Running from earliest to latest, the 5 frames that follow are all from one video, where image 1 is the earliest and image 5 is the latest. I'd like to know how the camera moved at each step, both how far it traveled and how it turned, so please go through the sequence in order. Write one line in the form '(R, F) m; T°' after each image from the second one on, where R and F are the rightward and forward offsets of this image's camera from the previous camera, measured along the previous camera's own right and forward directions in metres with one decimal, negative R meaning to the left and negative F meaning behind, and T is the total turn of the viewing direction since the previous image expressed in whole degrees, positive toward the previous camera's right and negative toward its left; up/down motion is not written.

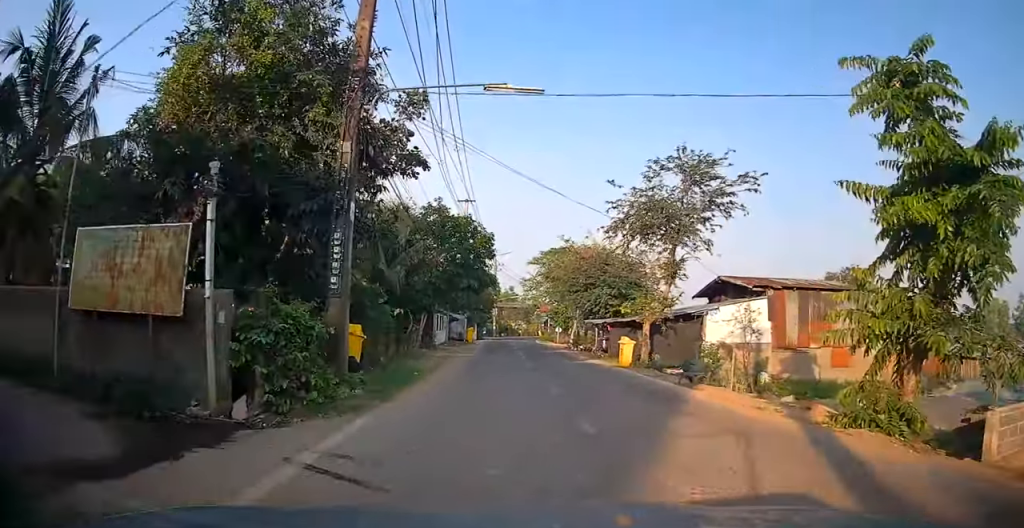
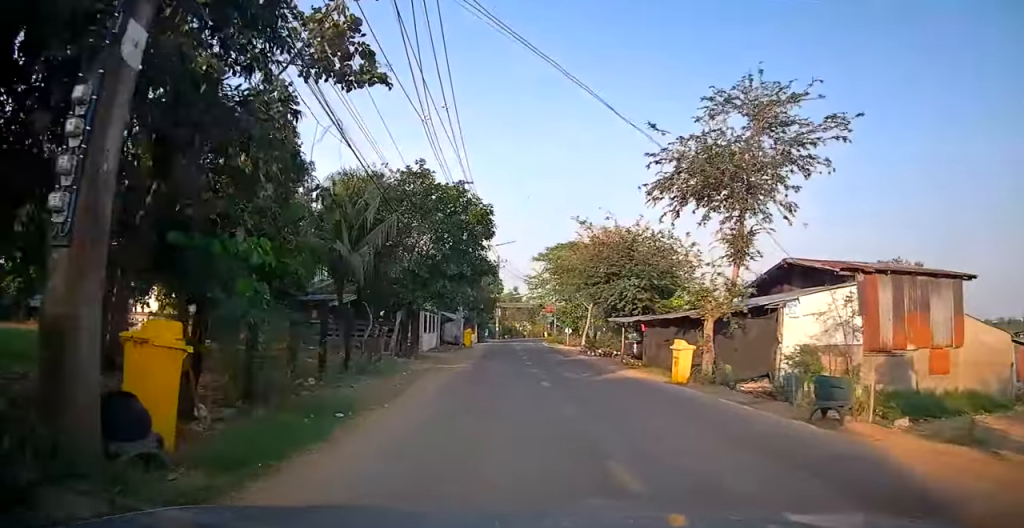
(-0.1, +6.1) m; -1°
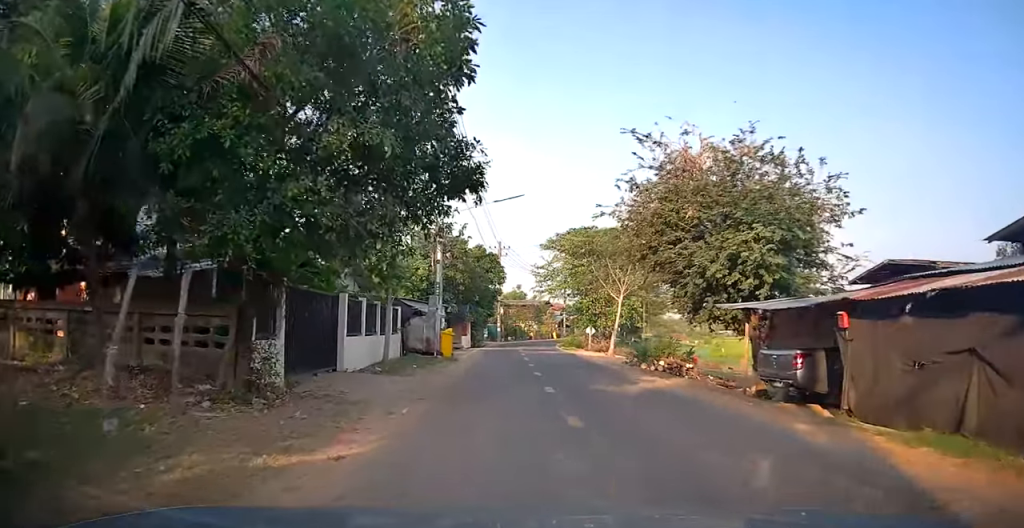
(0.0, +12.9) m; +1°
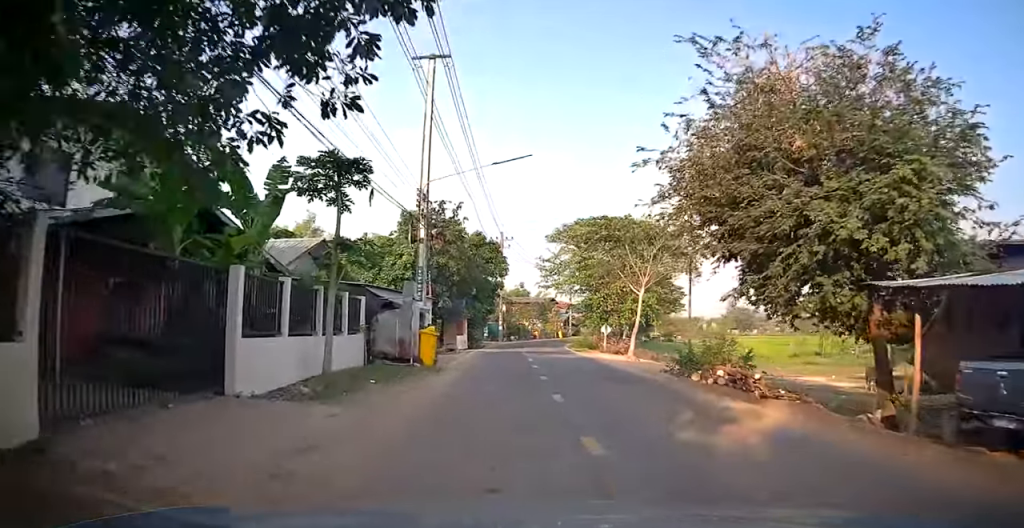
(+0.1, +5.7) m; 0°
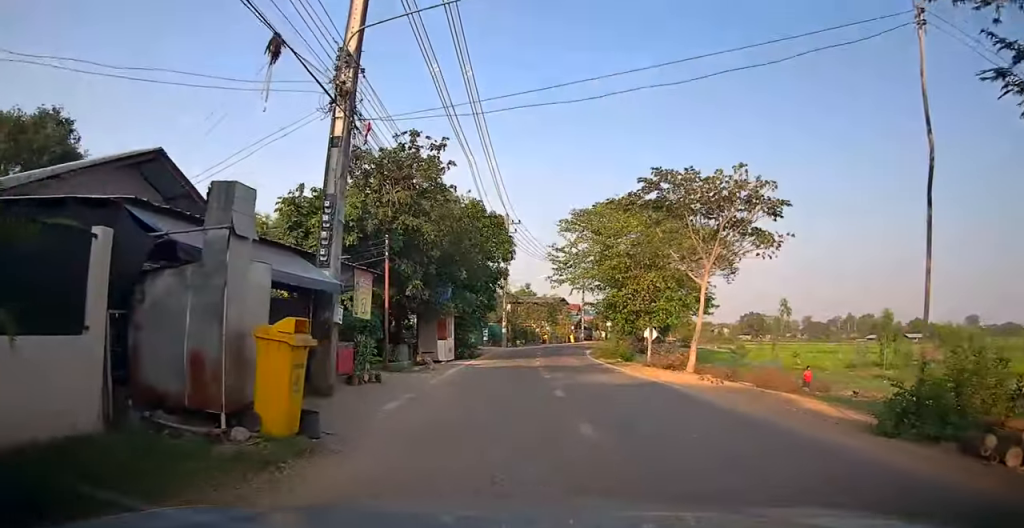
(0.0, +11.0) m; +1°
